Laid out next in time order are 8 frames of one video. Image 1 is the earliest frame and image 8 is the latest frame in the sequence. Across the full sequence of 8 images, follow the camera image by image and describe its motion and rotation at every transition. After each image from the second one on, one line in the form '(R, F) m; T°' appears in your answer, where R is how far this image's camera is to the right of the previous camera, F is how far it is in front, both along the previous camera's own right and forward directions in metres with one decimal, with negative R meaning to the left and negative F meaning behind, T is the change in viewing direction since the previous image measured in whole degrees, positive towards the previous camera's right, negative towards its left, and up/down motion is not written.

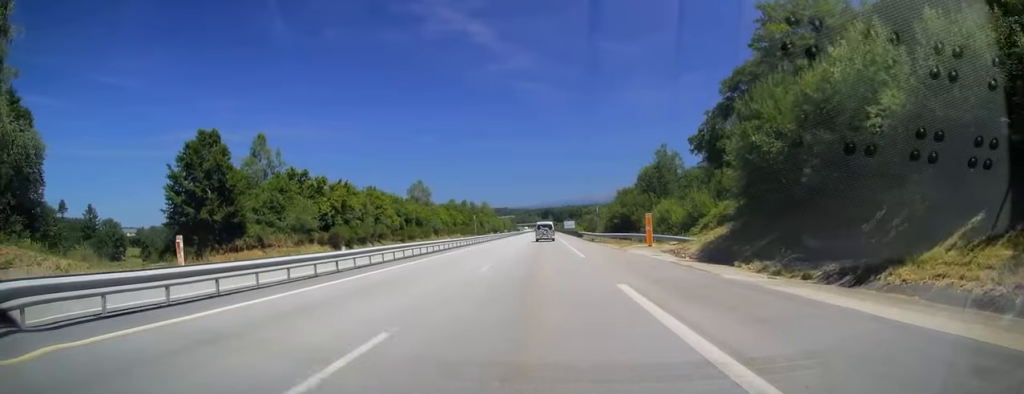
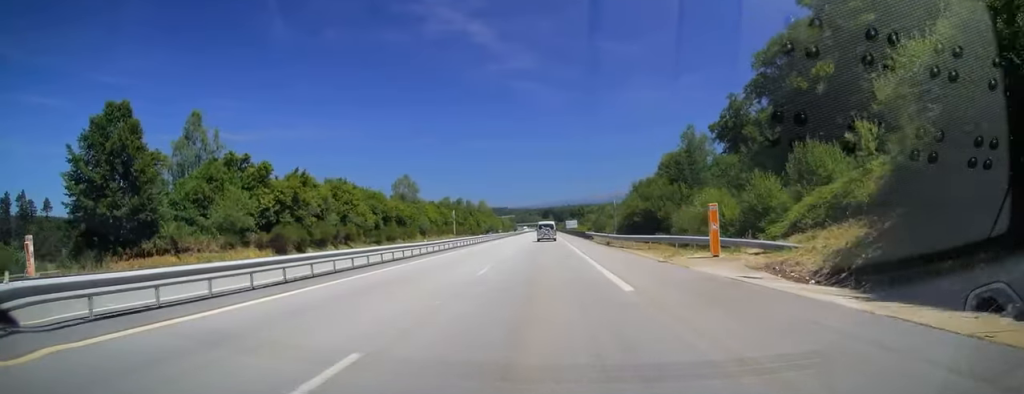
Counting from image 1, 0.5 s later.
(0.0, +14.4) m; 0°
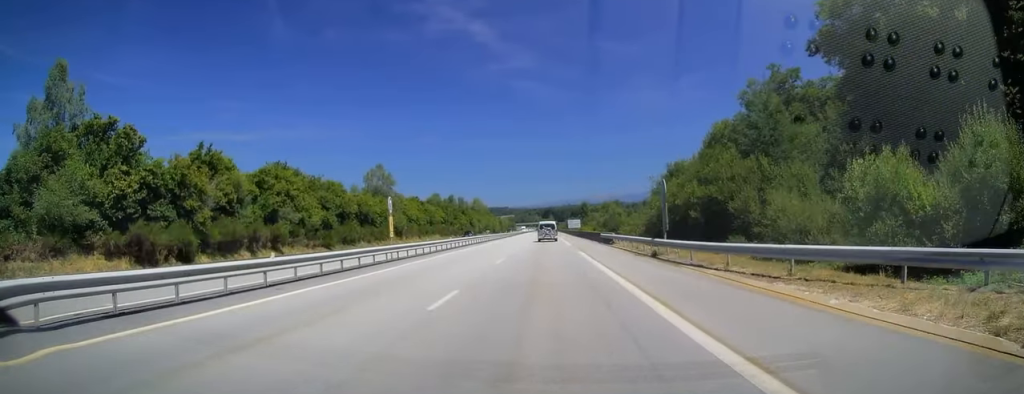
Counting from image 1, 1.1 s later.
(+0.3, +19.4) m; 0°
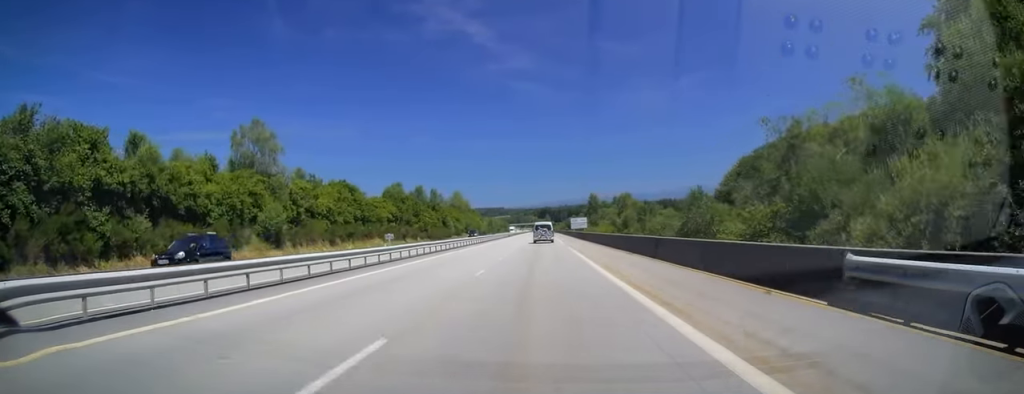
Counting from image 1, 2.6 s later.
(-0.2, +44.8) m; 0°
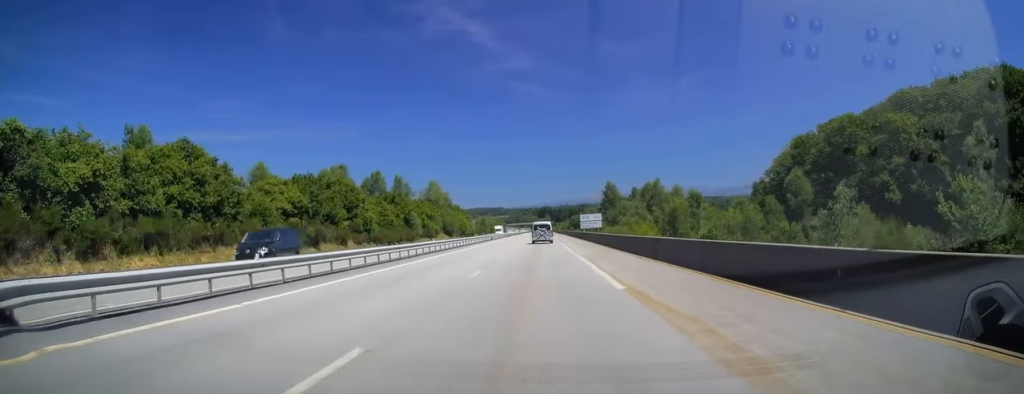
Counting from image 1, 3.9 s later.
(0.0, +39.7) m; 0°
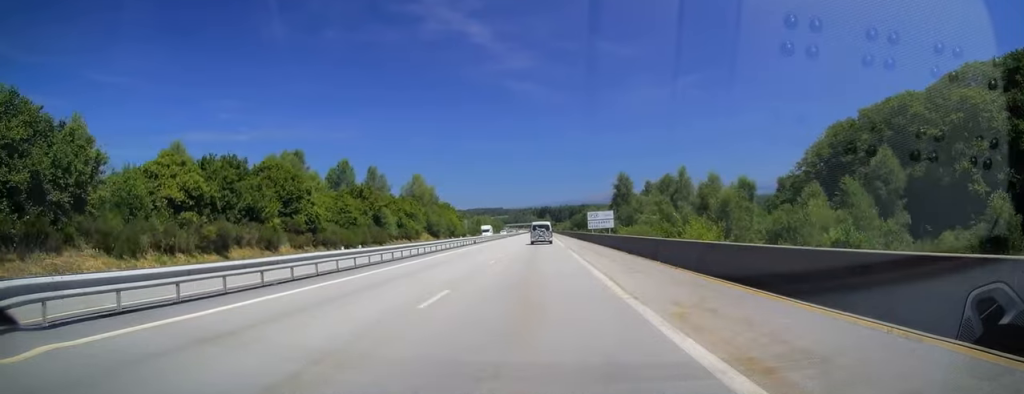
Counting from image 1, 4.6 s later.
(0.0, +19.3) m; 0°
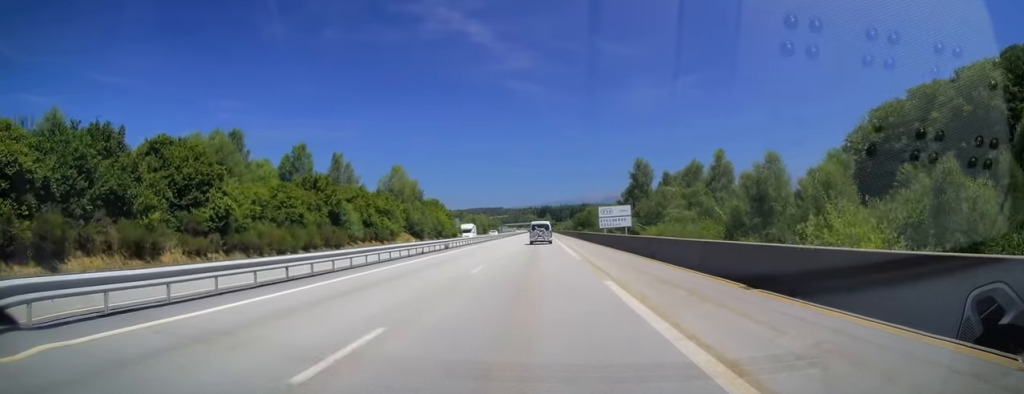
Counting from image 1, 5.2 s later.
(+0.3, +18.3) m; 0°
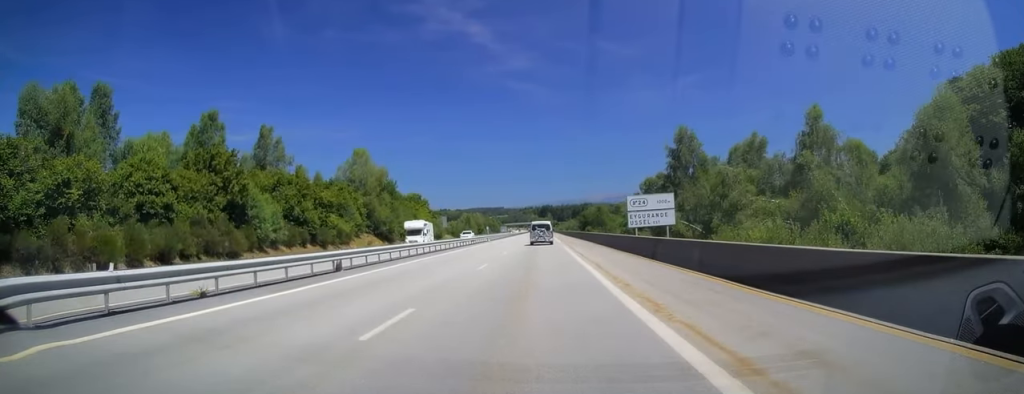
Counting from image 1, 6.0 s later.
(-0.3, +23.9) m; -1°
